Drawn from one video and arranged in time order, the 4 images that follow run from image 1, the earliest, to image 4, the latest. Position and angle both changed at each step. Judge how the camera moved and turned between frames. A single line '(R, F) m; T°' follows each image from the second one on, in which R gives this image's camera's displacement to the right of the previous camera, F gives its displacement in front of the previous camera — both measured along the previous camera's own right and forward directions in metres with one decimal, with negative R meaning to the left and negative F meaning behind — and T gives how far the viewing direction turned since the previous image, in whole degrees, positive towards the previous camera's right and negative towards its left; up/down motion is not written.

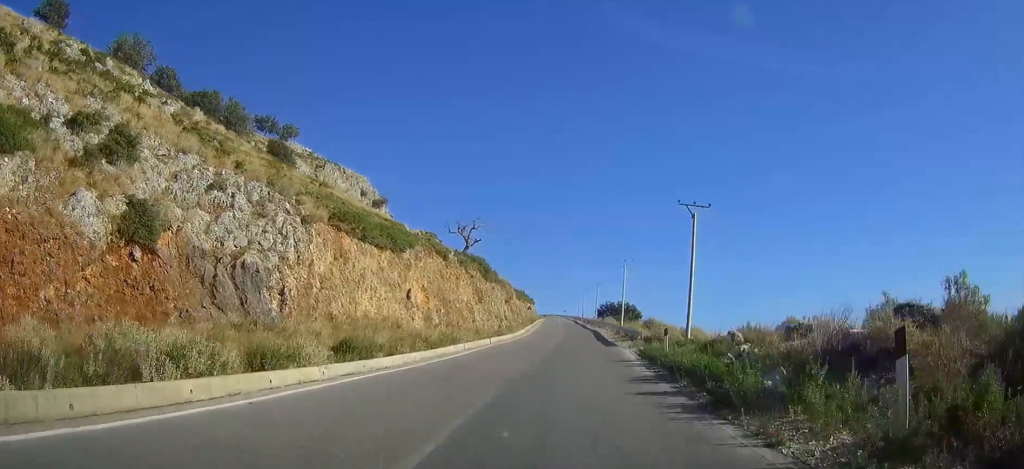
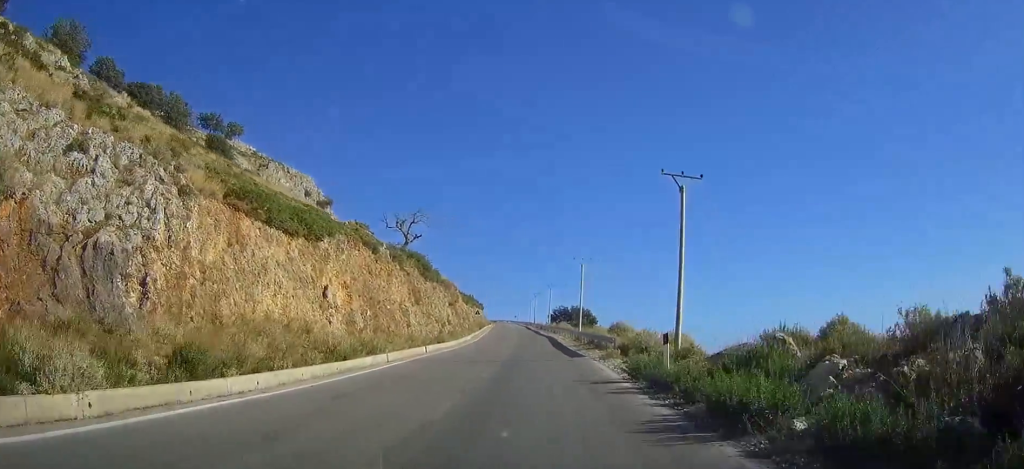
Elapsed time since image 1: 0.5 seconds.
(+0.5, +7.6) m; +3°
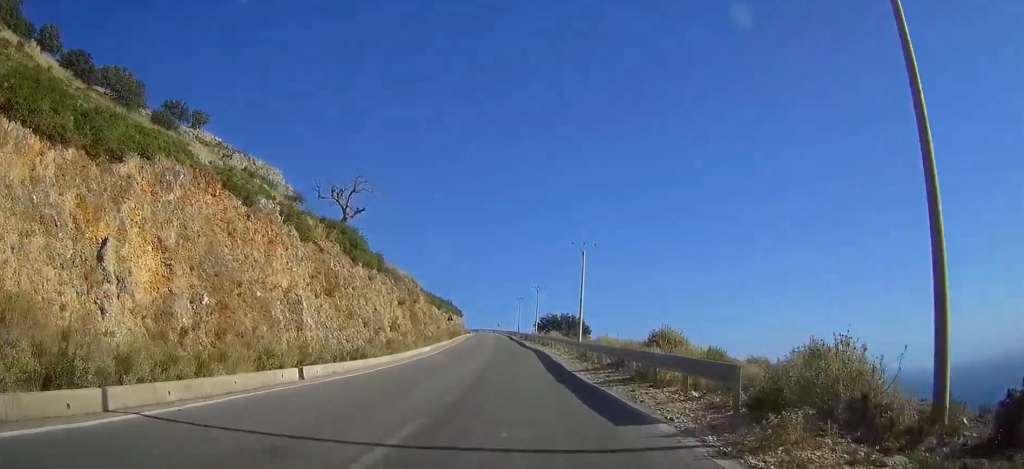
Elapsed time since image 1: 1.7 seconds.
(+0.9, +17.9) m; +3°
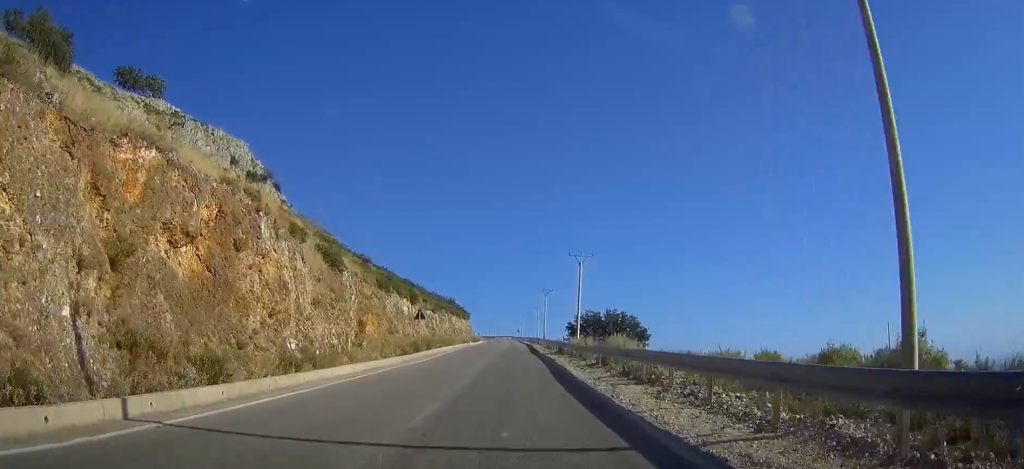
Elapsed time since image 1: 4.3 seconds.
(-0.7, +39.8) m; -2°
